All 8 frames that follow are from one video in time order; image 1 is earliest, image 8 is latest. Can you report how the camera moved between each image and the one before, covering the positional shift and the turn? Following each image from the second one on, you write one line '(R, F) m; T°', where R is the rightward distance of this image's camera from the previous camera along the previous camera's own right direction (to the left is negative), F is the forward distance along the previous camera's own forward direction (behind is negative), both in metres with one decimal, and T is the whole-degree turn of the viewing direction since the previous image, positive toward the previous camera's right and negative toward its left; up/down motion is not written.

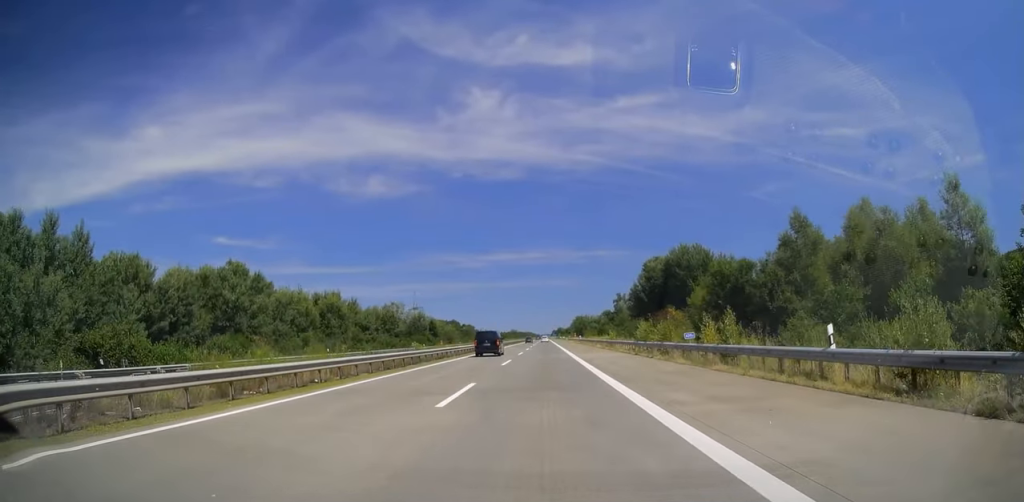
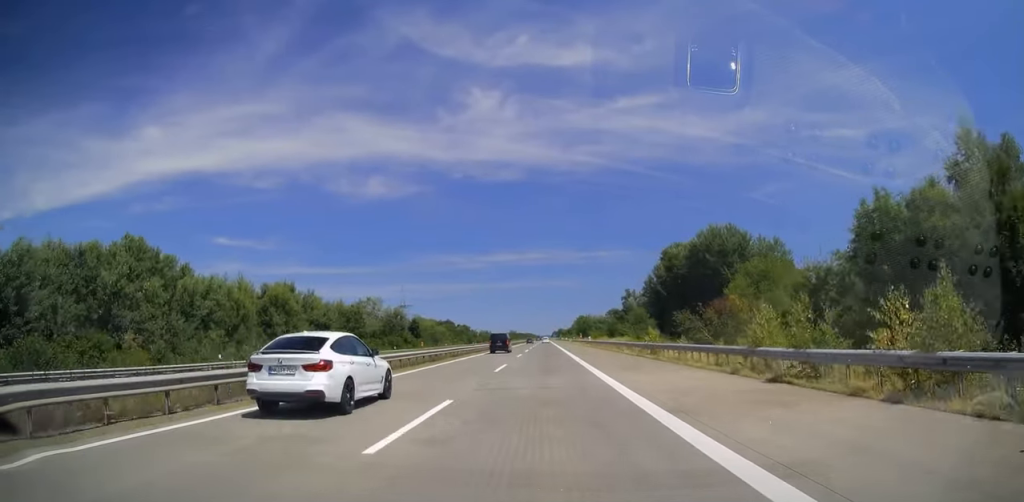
(0.0, +23.0) m; 0°
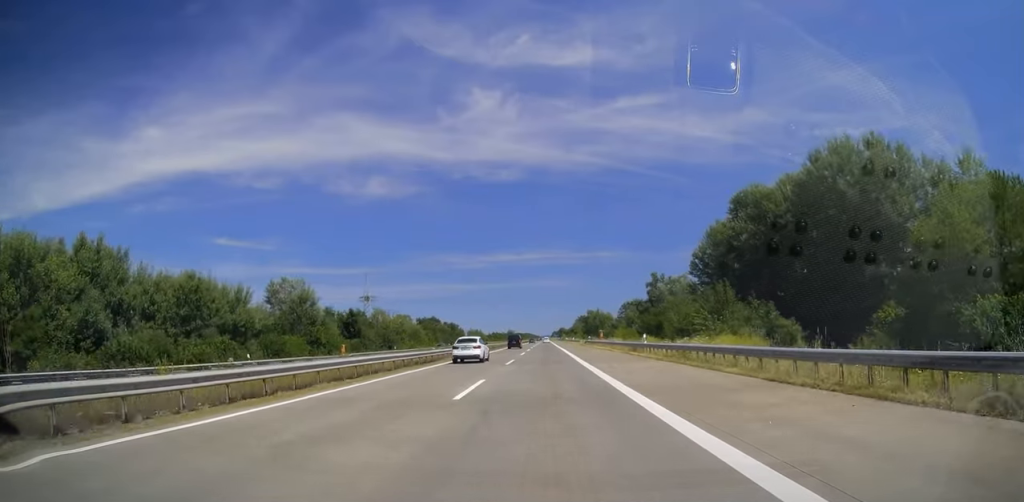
(+0.5, +47.7) m; 0°
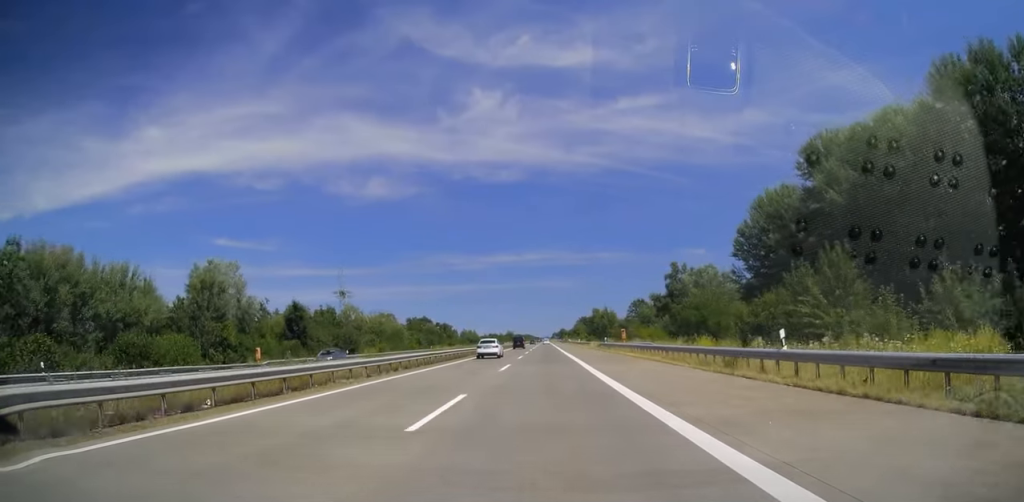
(-0.4, +22.7) m; 0°
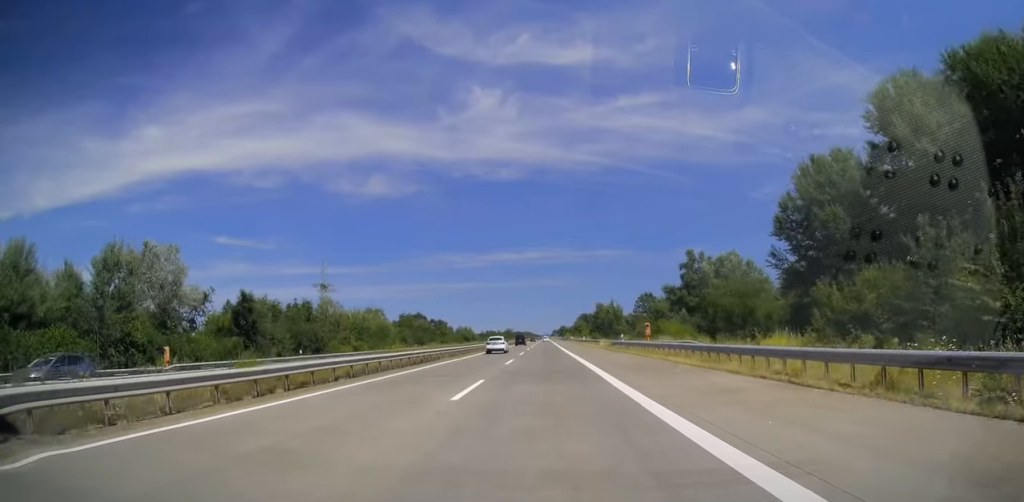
(0.0, +13.8) m; 0°
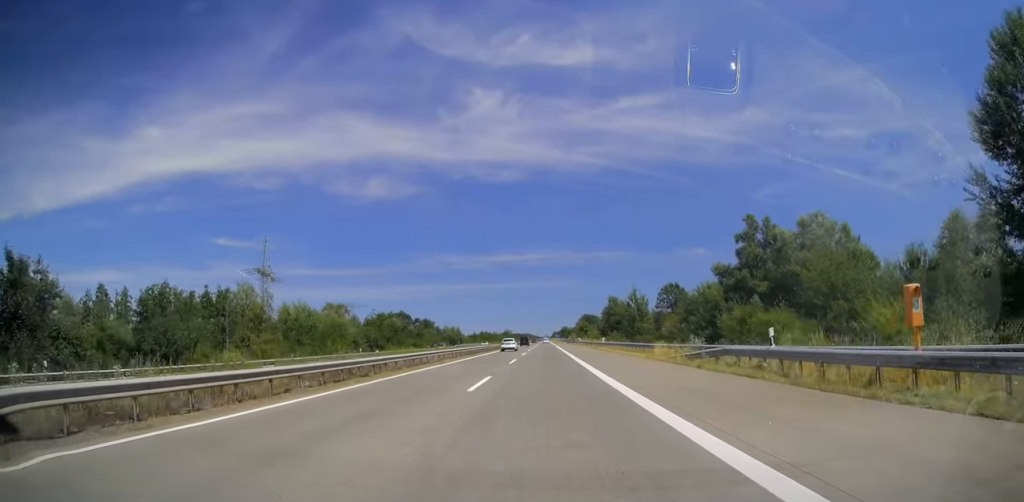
(+0.3, +33.1) m; +1°
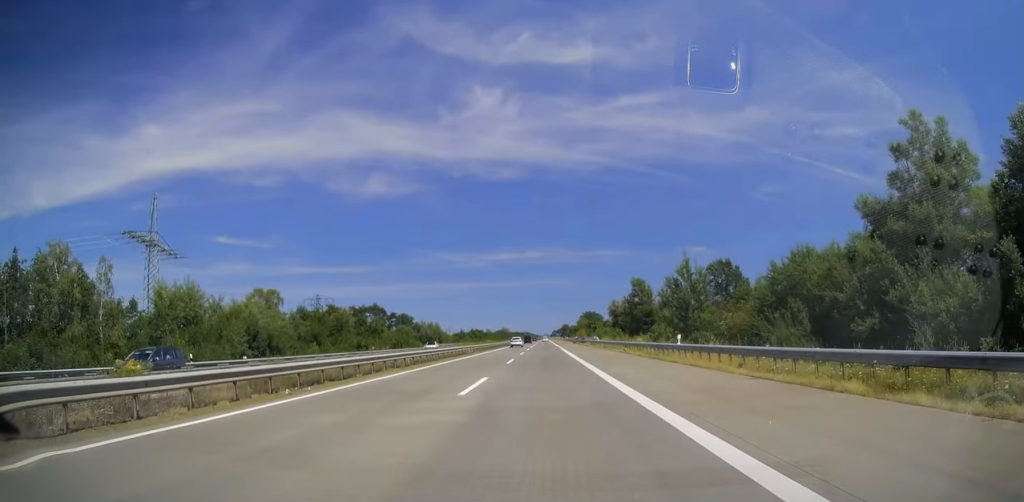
(0.0, +38.1) m; -1°
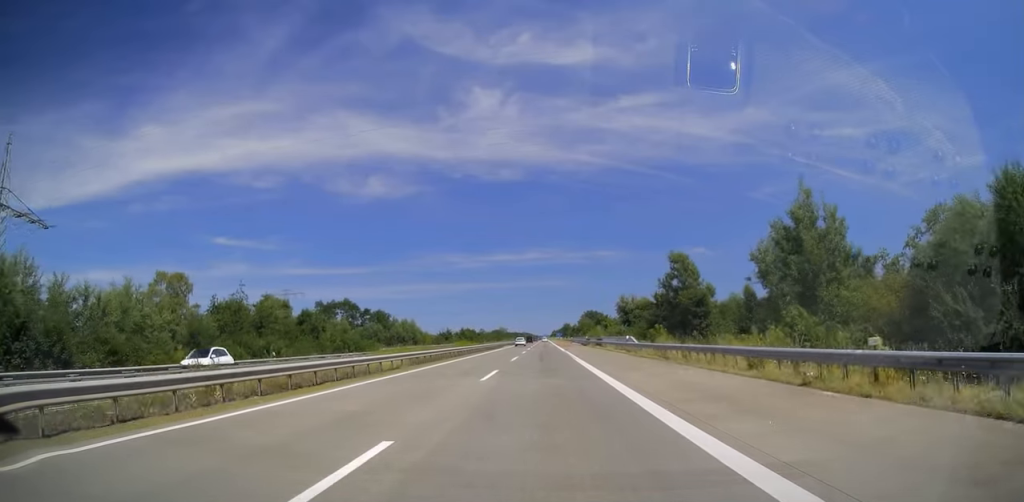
(-0.3, +30.6) m; 0°
